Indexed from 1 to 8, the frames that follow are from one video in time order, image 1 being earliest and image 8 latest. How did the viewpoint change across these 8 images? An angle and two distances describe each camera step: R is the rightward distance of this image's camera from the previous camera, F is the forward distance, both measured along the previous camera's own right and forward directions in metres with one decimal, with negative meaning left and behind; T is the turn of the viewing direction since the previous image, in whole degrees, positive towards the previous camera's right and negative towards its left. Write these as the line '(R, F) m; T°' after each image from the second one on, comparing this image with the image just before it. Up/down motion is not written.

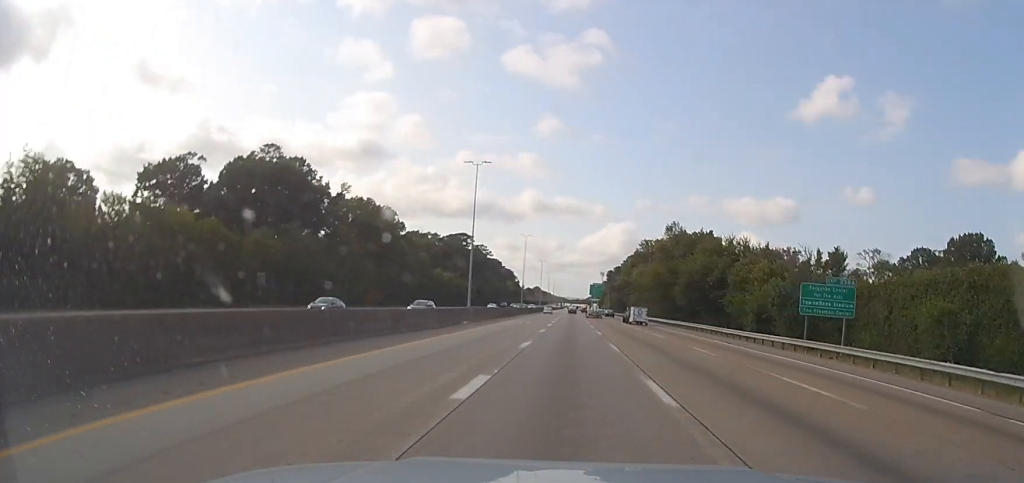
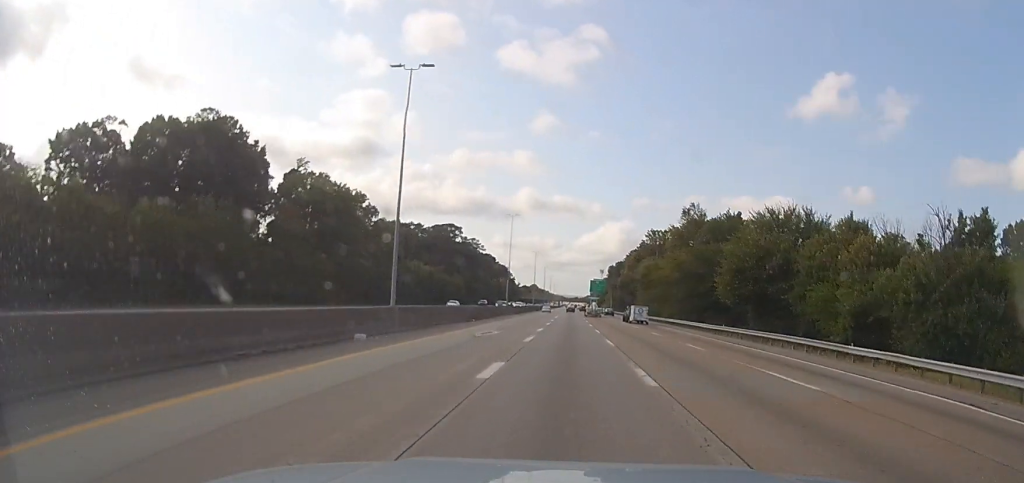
(-0.3, +23.9) m; -1°
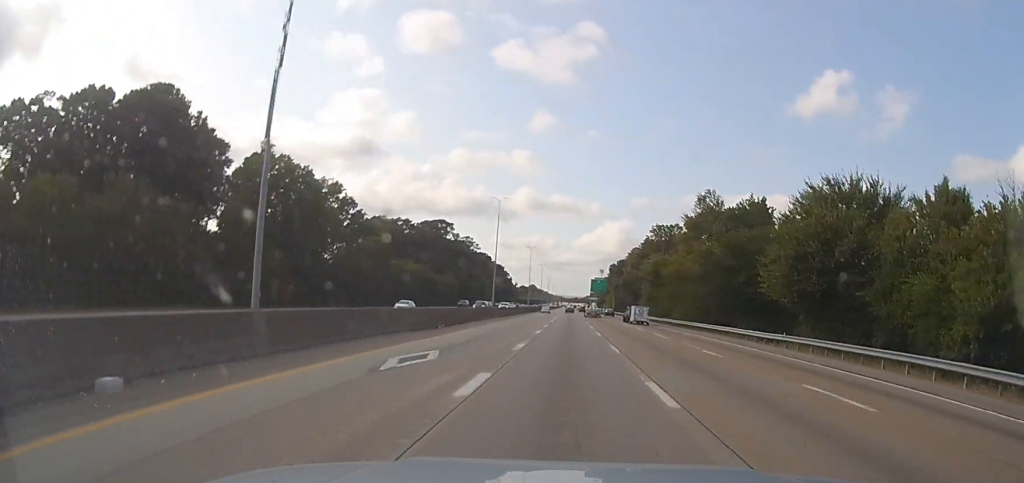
(0.0, +14.0) m; 0°
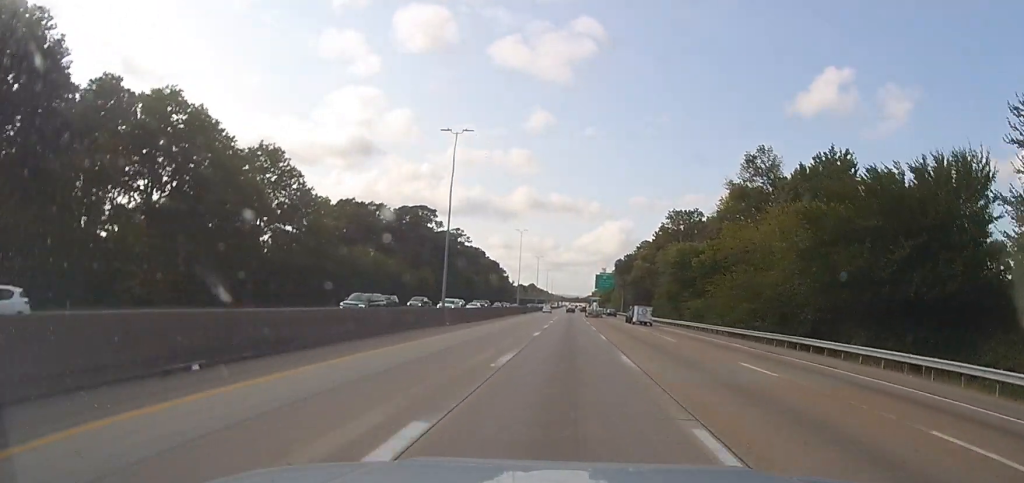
(0.0, +29.1) m; 0°
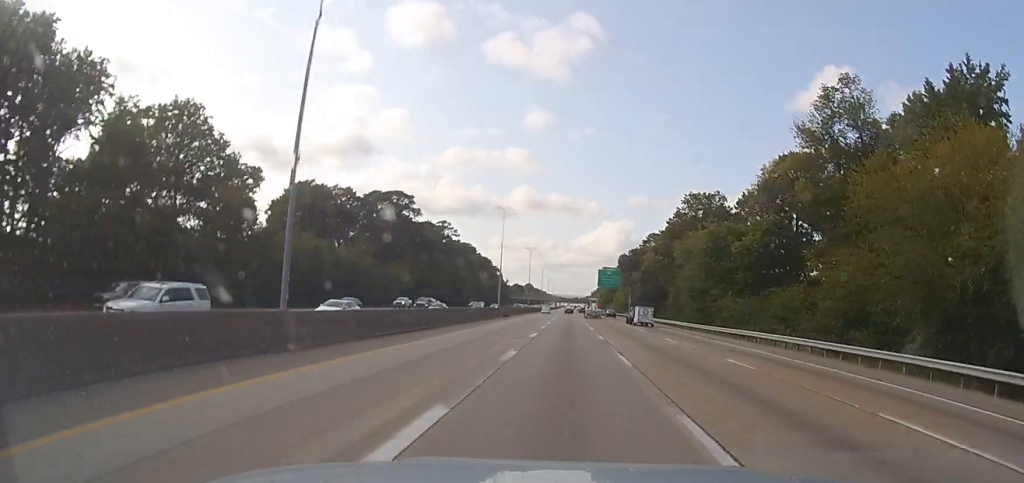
(0.0, +24.7) m; 0°
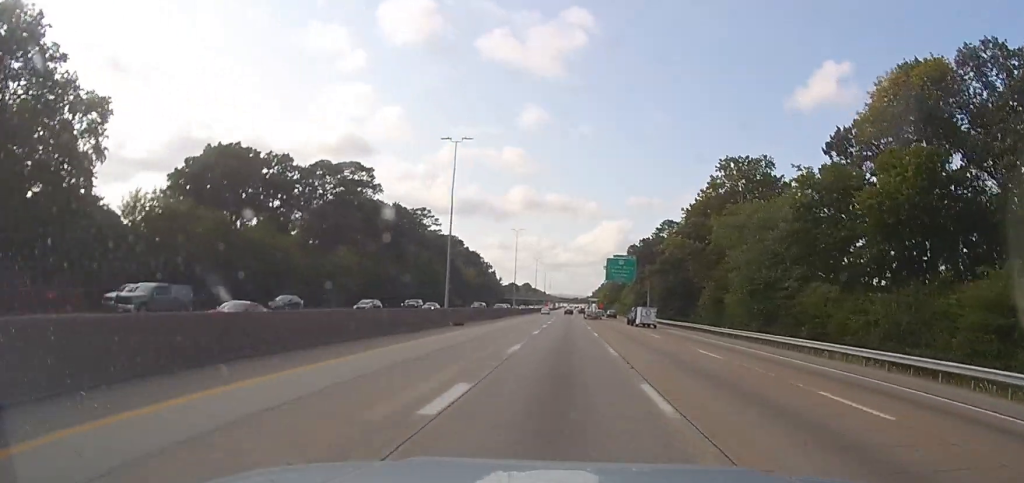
(+0.3, +33.1) m; 0°
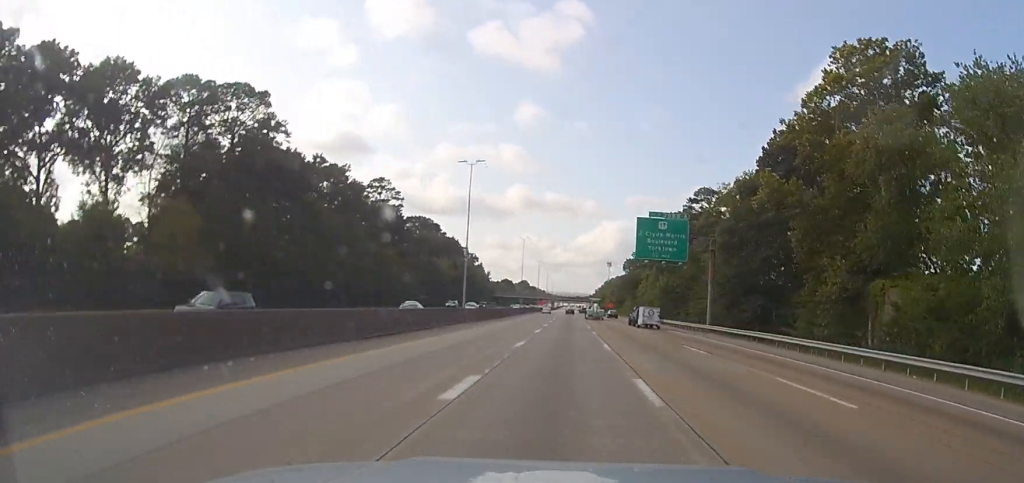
(-0.7, +48.2) m; -1°
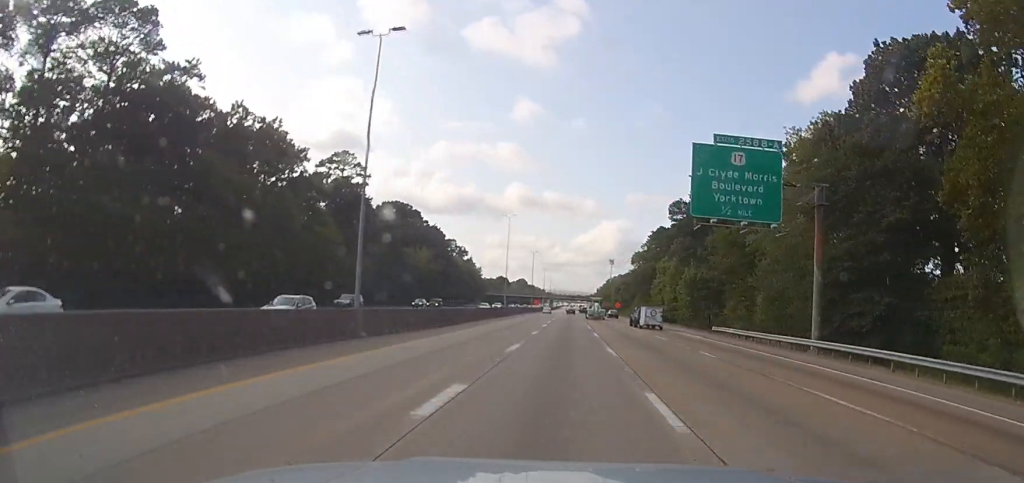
(+0.2, +26.9) m; +1°
